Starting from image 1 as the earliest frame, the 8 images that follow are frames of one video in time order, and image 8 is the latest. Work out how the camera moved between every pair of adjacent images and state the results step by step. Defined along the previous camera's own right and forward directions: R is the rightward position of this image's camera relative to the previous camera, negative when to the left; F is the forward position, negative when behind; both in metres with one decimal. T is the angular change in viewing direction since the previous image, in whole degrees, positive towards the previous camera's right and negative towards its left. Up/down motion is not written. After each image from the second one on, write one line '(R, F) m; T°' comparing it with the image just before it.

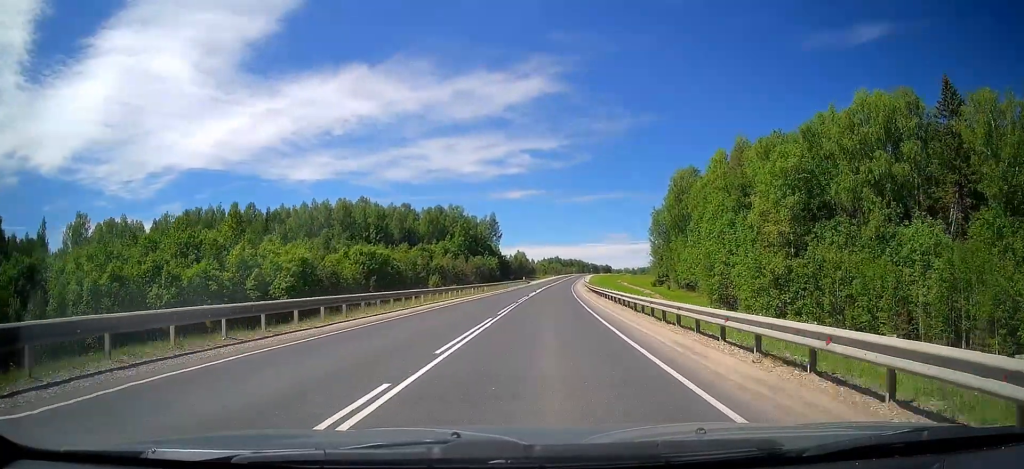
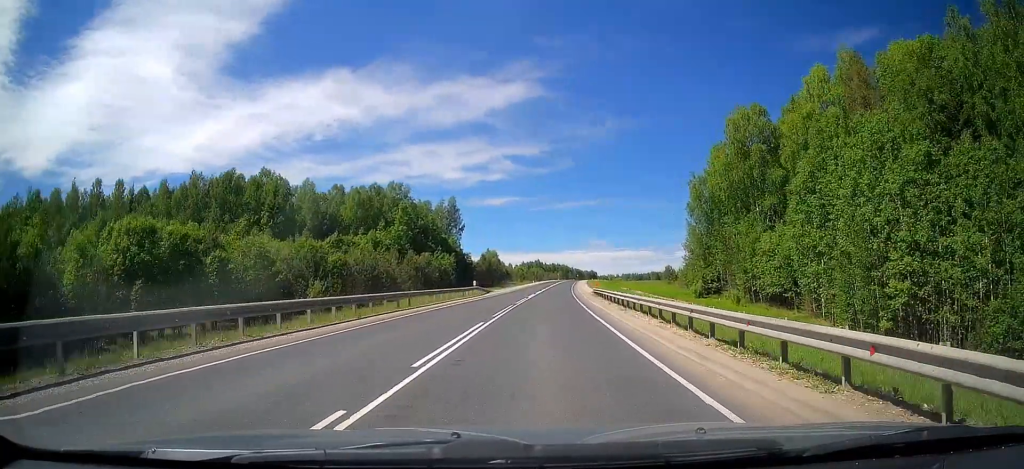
(+1.1, +49.1) m; +2°
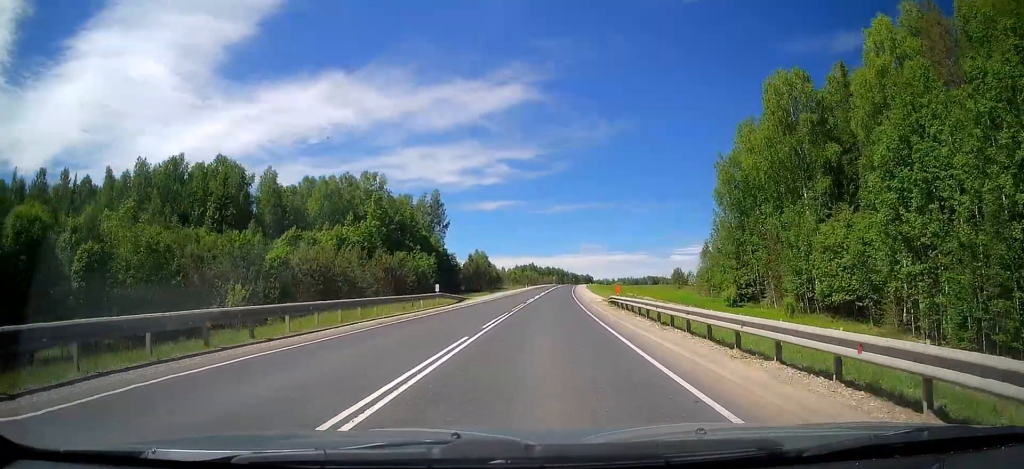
(0.0, +15.6) m; 0°
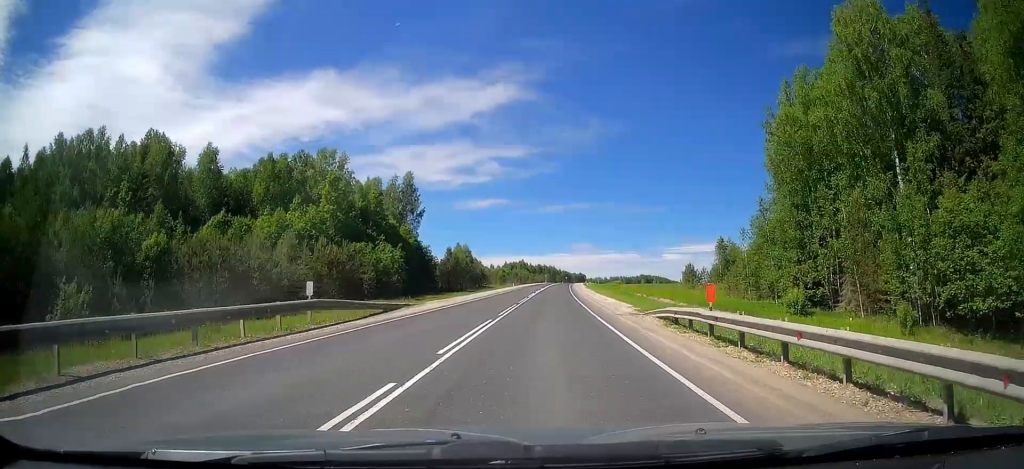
(0.0, +18.4) m; +1°
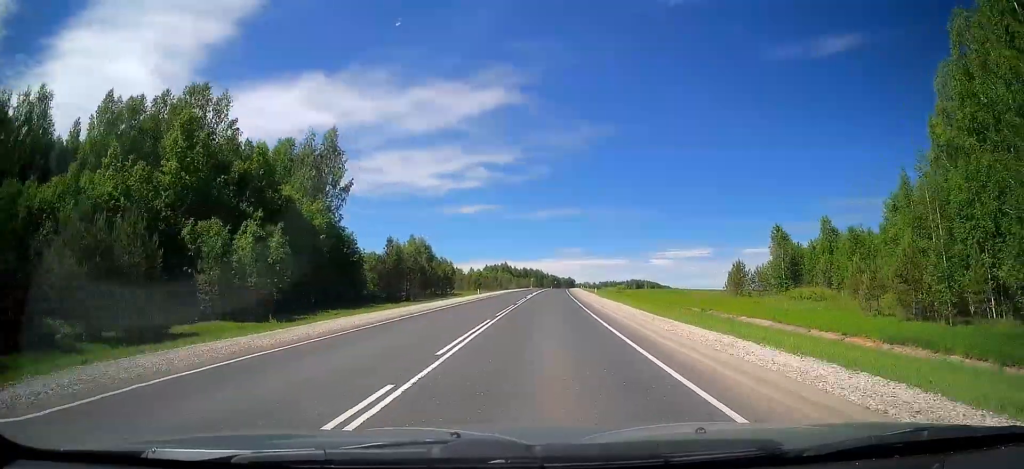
(+0.6, +35.7) m; +2°
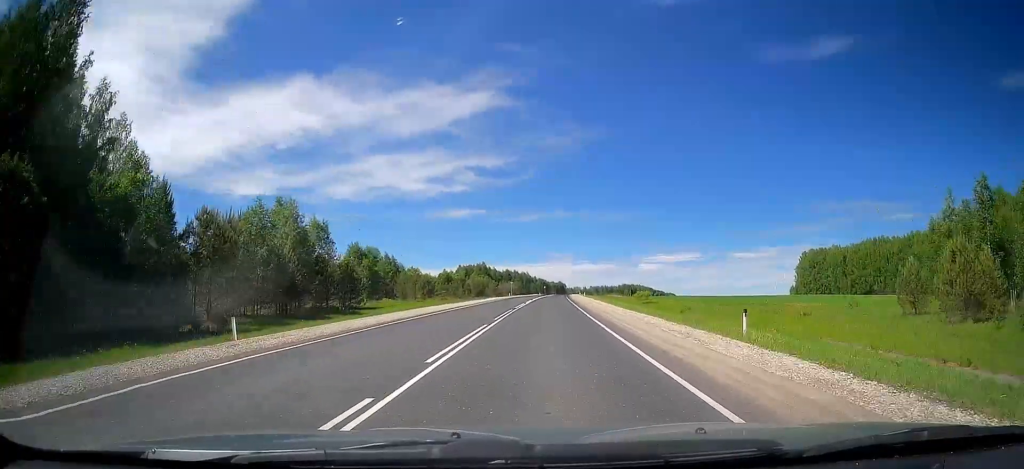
(+0.8, +48.1) m; +2°
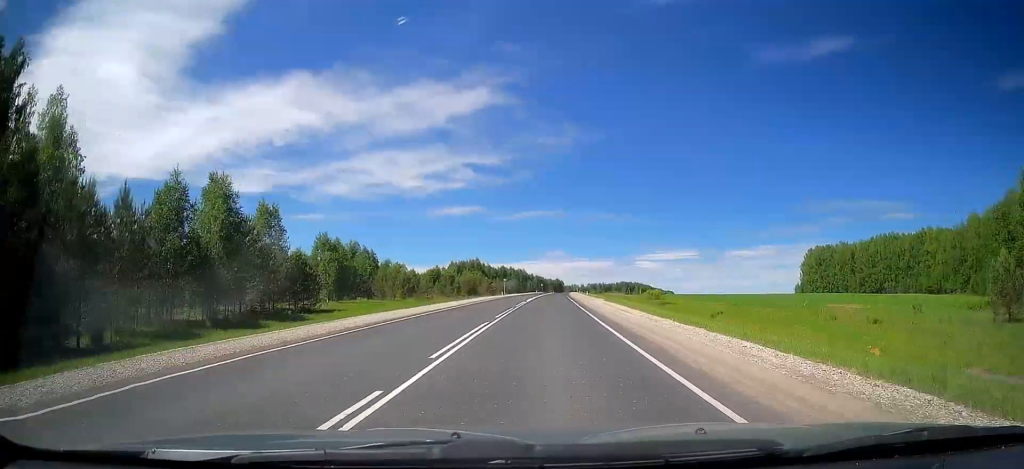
(+0.1, +11.5) m; +1°
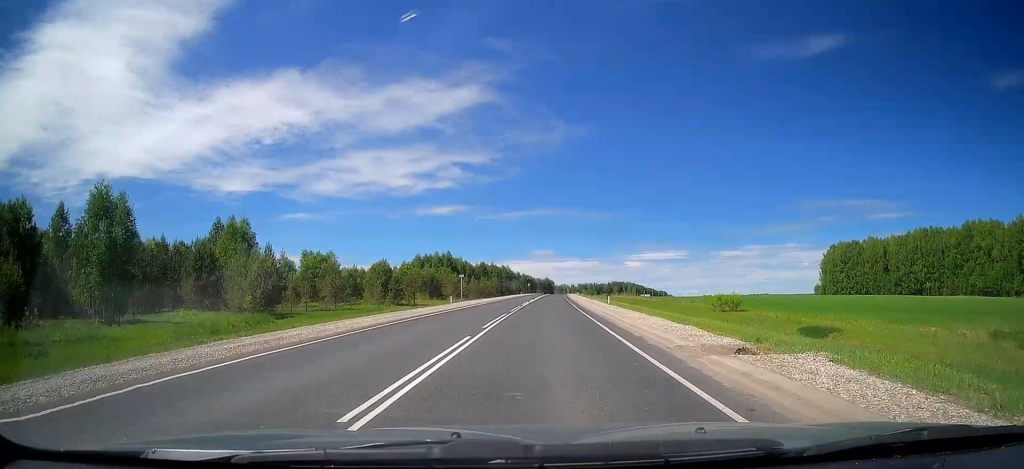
(+0.2, +40.1) m; +1°
